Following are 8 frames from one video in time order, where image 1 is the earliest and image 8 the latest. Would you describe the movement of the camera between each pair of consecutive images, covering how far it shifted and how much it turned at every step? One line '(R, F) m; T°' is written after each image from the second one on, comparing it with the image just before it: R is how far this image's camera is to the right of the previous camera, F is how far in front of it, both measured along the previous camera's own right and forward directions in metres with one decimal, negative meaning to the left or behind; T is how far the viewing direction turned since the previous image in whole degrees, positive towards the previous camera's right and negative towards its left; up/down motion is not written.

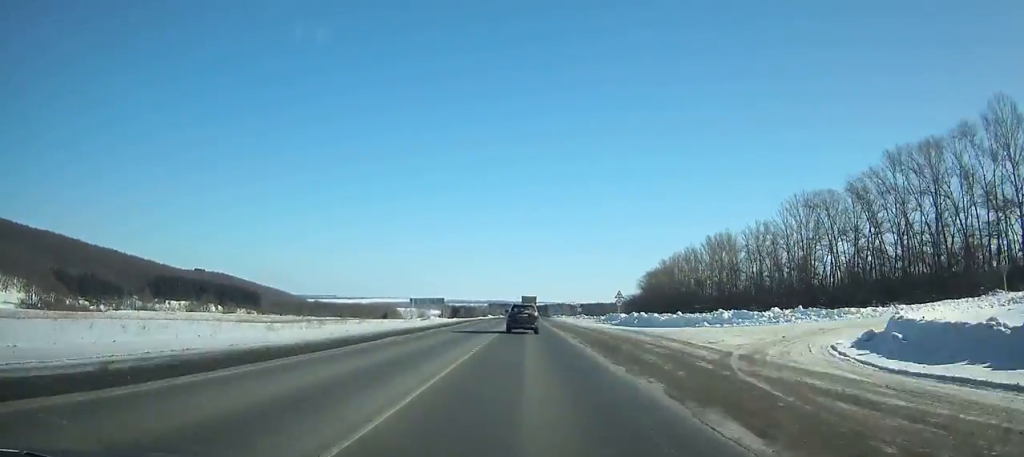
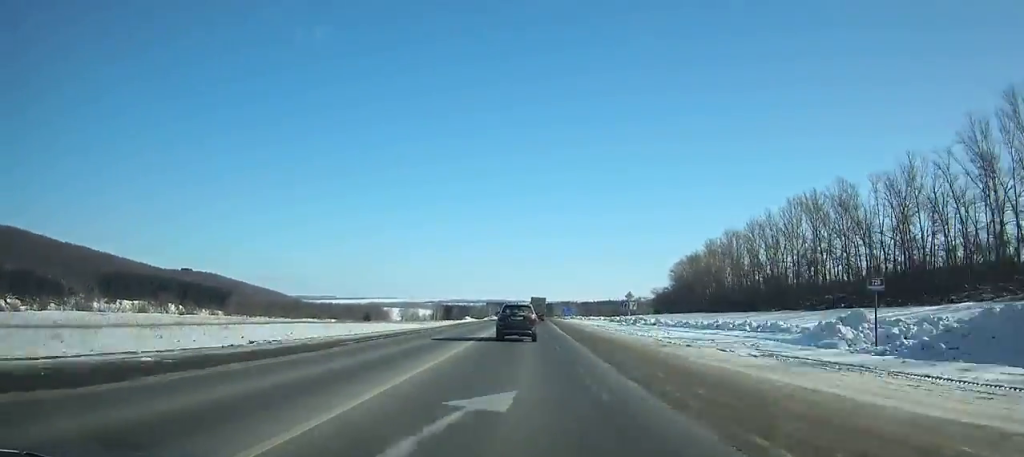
(+0.1, +73.9) m; 0°
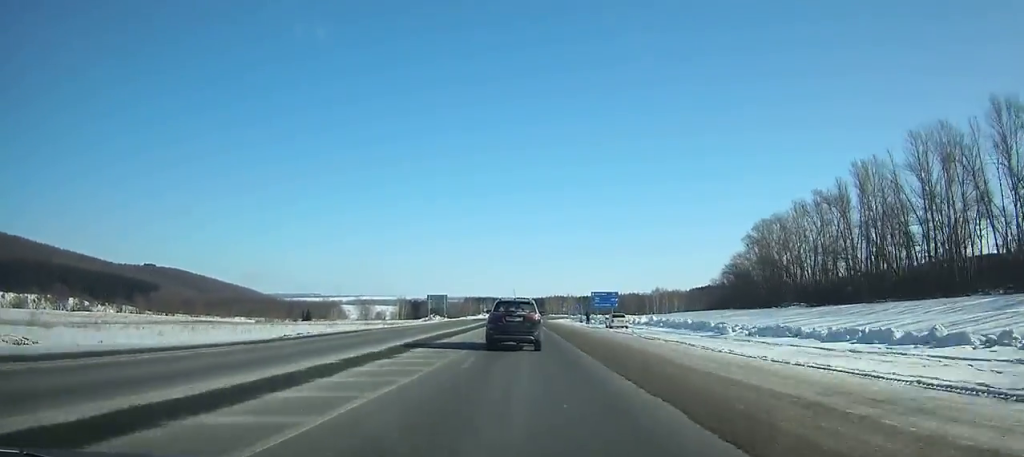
(+0.7, +112.2) m; 0°
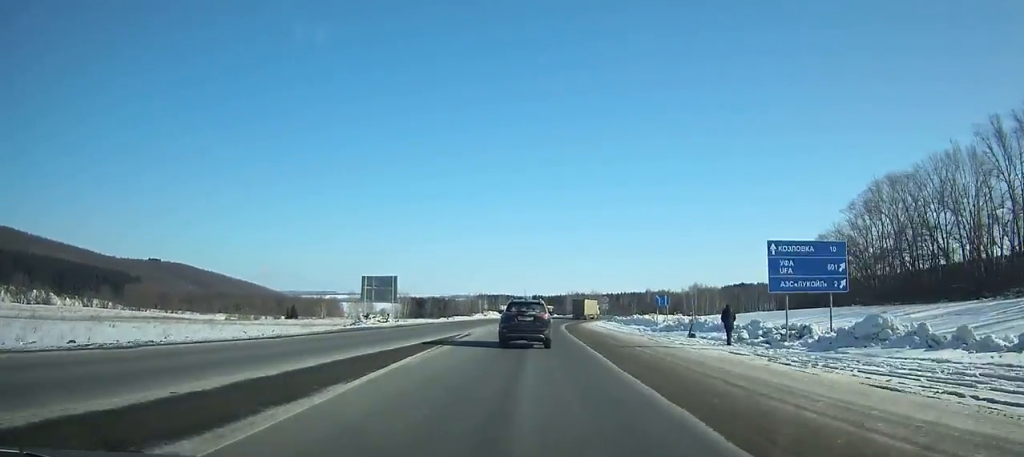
(-0.1, +55.1) m; 0°
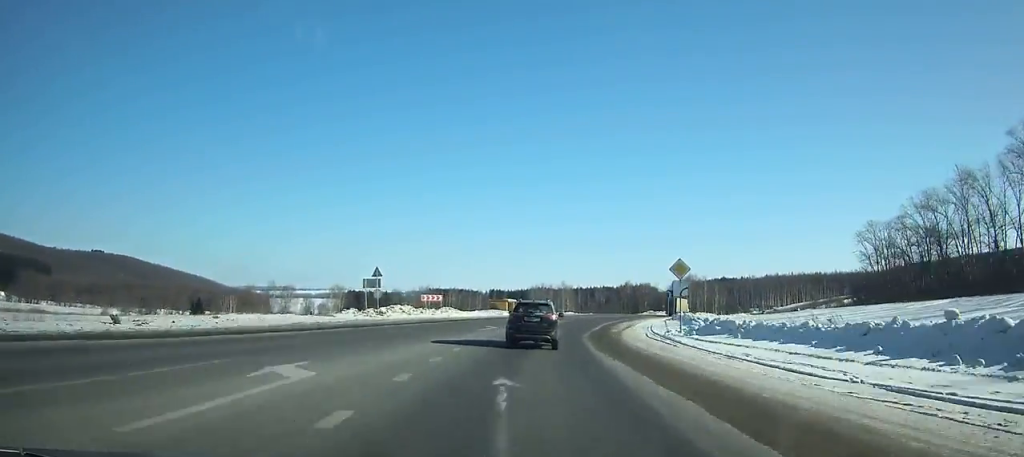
(+0.9, +64.3) m; +5°
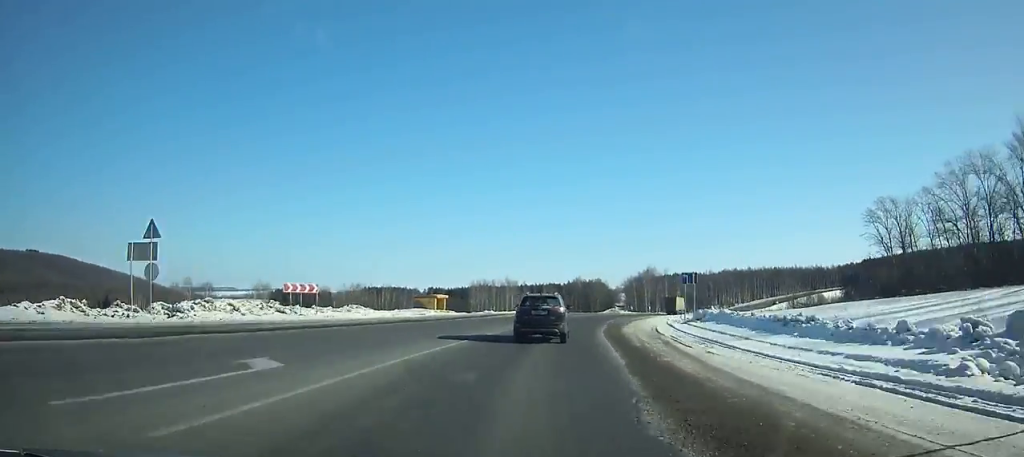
(-0.7, +28.7) m; +4°
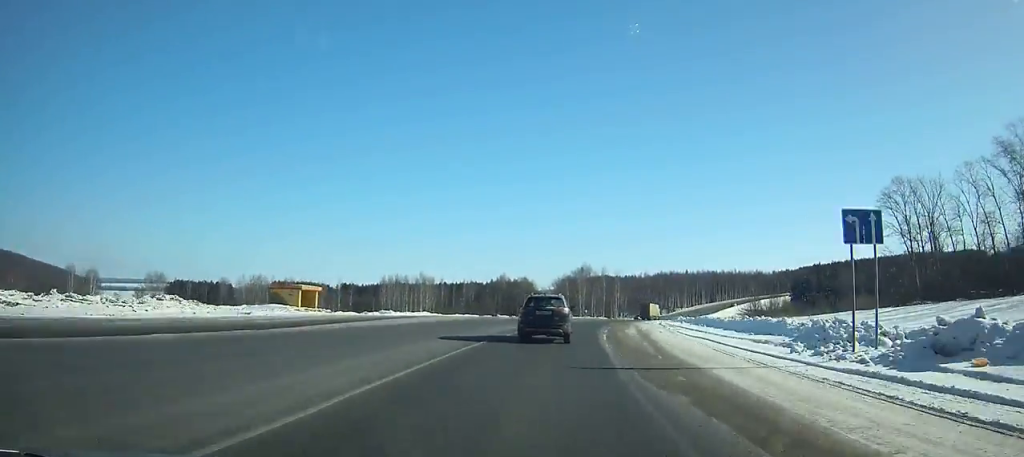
(+2.7, +30.0) m; +6°
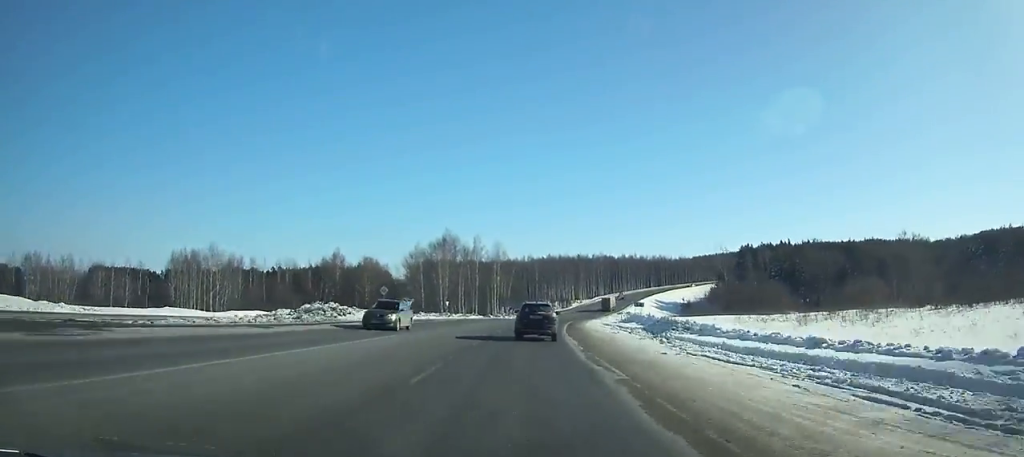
(+9.3, +73.0) m; +13°
